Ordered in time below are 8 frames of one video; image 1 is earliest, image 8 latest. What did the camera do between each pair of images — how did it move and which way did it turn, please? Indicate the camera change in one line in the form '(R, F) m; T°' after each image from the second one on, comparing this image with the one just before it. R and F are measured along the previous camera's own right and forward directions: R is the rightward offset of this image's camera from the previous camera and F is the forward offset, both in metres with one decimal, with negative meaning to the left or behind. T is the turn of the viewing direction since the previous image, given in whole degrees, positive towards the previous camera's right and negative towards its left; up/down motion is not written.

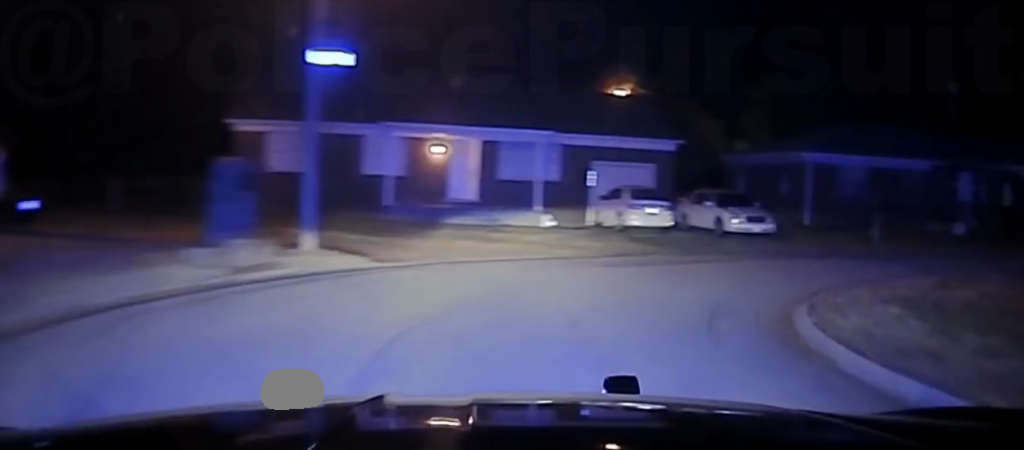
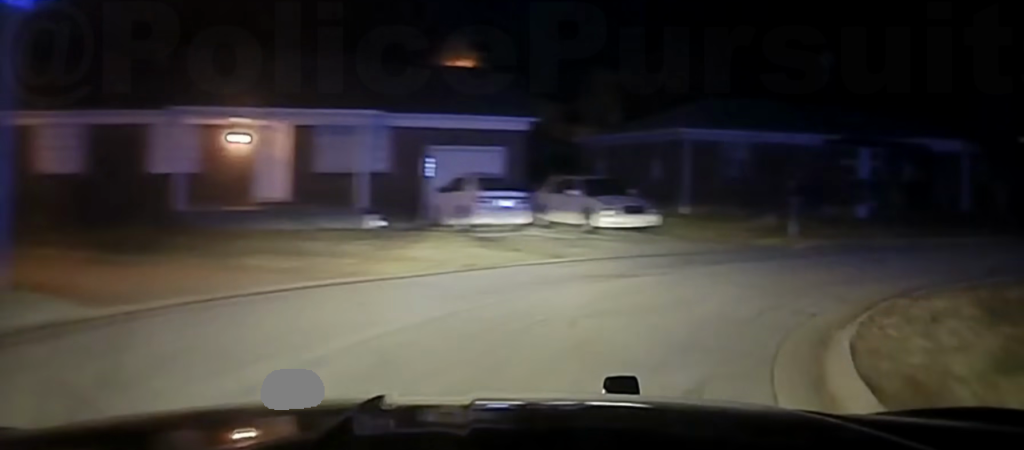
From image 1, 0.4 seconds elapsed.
(+0.9, +5.2) m; +14°
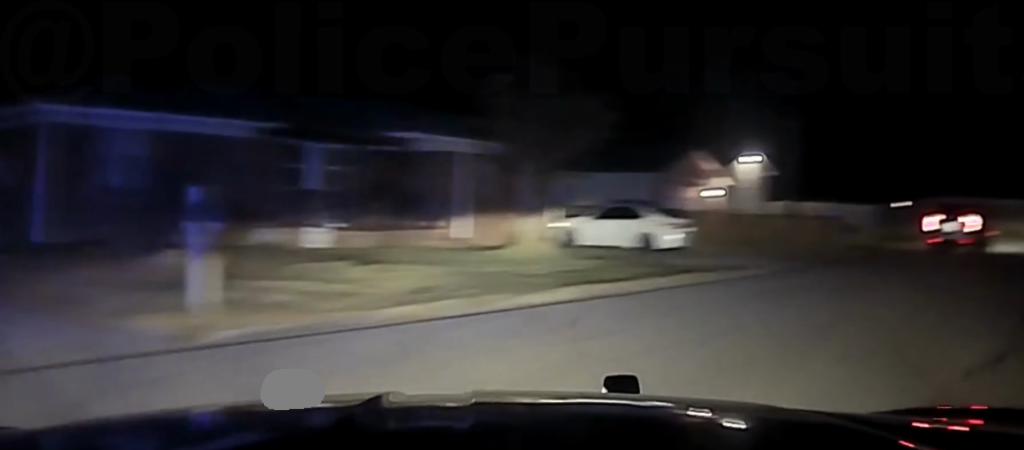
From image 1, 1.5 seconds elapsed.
(+3.7, +11.5) m; +30°
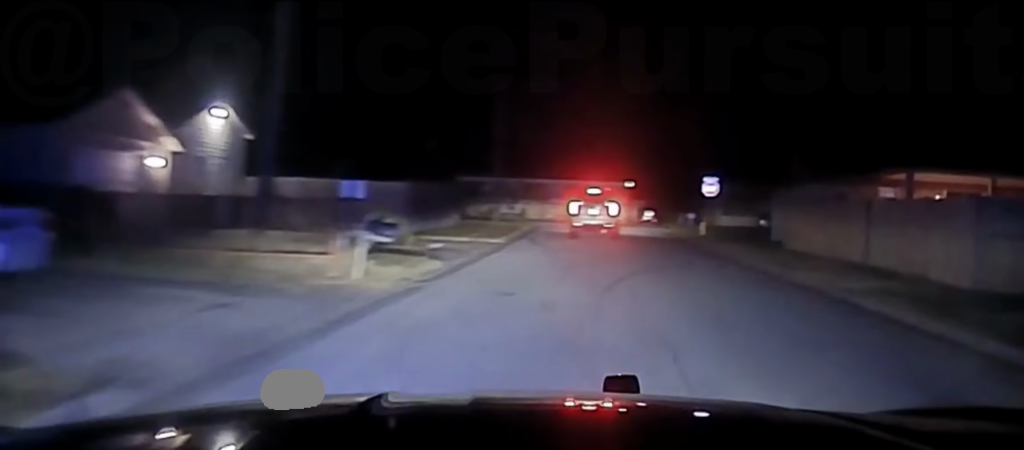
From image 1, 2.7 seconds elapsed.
(+3.1, +15.7) m; +18°
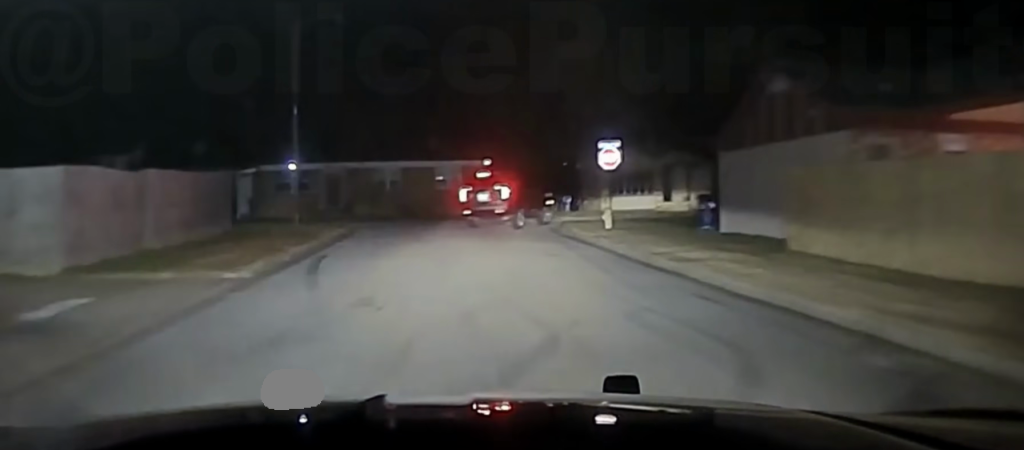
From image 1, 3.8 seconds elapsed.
(+1.1, +16.3) m; +4°
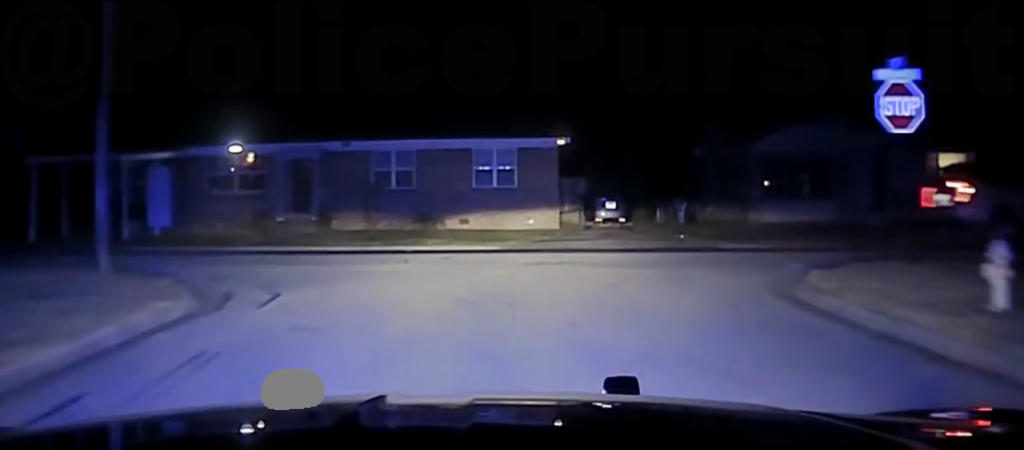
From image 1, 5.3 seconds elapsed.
(+0.5, +23.1) m; +7°
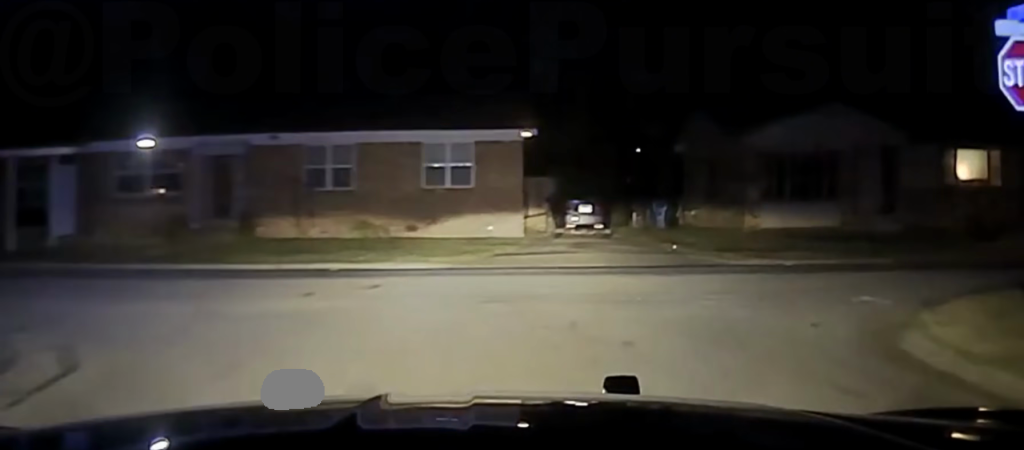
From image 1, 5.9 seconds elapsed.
(0.0, +7.7) m; +9°
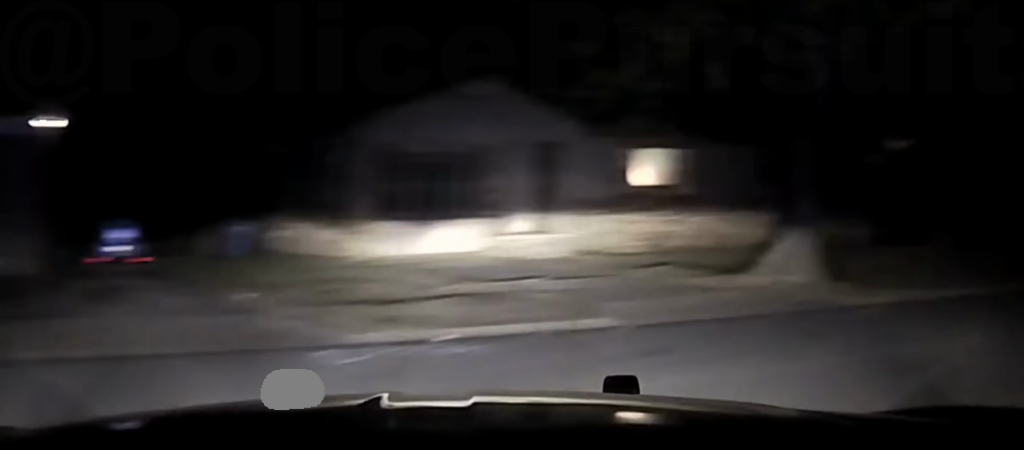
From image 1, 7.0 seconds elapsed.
(+2.6, +11.3) m; +38°
